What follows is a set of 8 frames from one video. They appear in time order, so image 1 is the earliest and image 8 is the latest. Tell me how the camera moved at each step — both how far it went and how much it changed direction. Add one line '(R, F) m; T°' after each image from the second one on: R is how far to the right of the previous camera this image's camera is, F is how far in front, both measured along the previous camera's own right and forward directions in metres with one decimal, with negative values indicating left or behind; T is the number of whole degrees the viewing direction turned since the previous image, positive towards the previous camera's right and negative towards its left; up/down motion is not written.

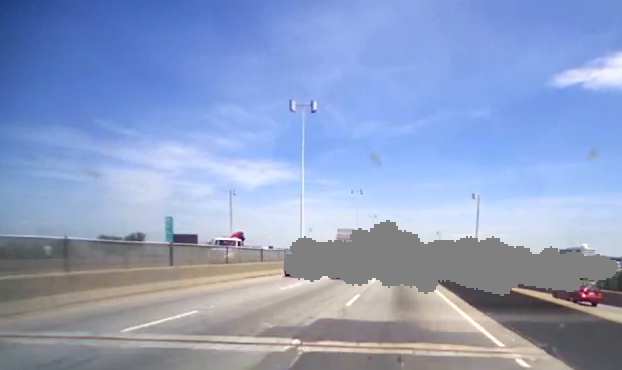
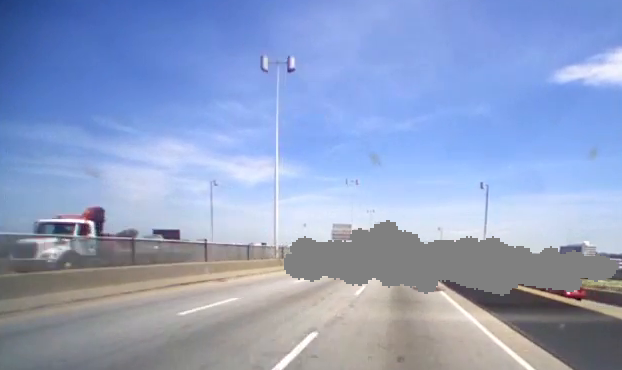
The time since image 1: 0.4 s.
(+0.1, +6.1) m; +1°
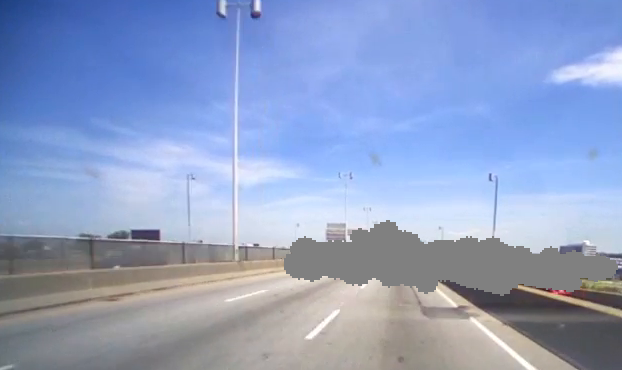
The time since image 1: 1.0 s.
(0.0, +7.6) m; +1°
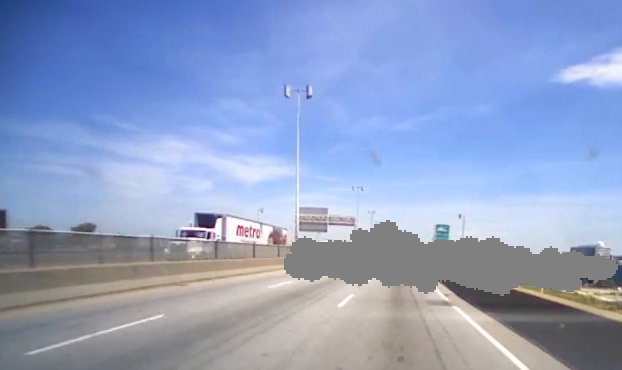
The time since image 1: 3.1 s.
(0.0, +33.5) m; 0°
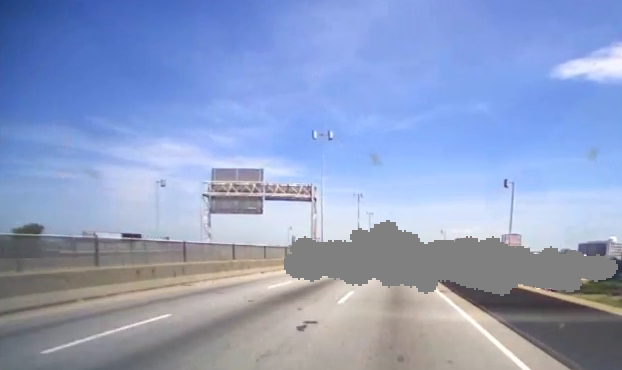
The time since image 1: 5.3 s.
(+1.0, +36.4) m; 0°
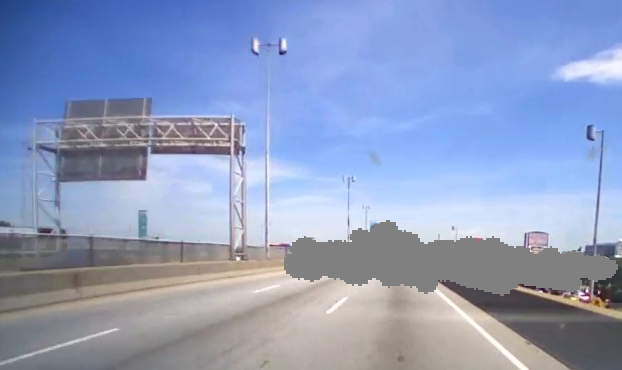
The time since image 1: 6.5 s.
(-0.6, +20.3) m; -1°
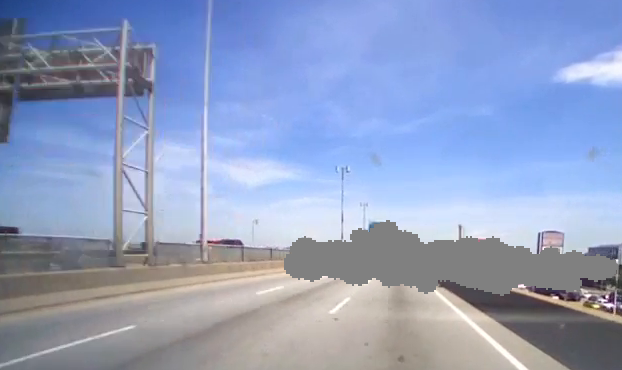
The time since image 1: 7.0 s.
(-0.1, +9.4) m; +1°
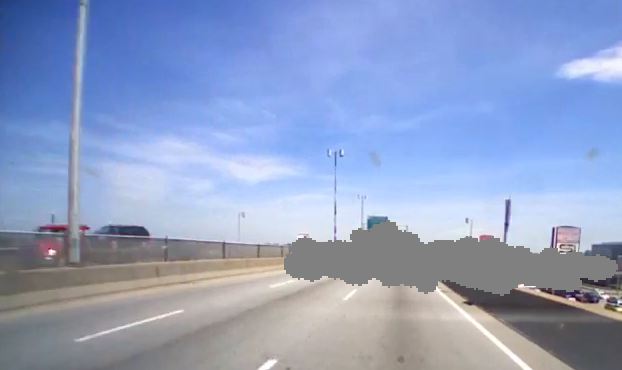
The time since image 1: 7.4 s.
(+0.1, +7.0) m; 0°
